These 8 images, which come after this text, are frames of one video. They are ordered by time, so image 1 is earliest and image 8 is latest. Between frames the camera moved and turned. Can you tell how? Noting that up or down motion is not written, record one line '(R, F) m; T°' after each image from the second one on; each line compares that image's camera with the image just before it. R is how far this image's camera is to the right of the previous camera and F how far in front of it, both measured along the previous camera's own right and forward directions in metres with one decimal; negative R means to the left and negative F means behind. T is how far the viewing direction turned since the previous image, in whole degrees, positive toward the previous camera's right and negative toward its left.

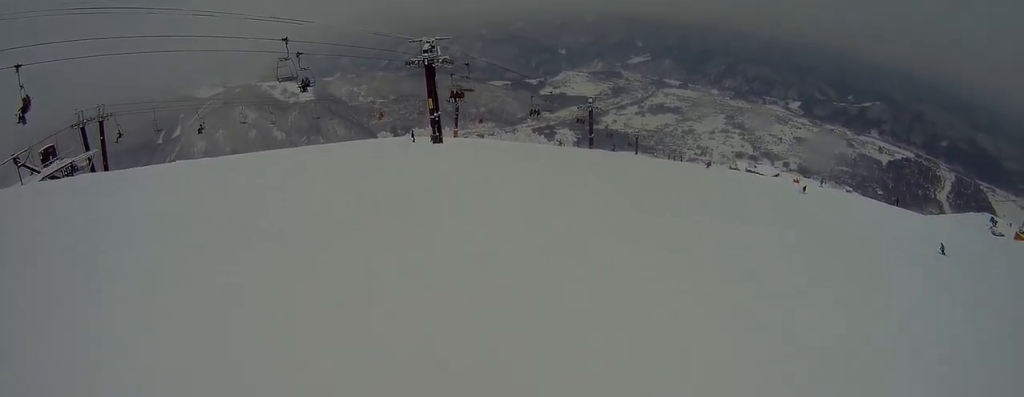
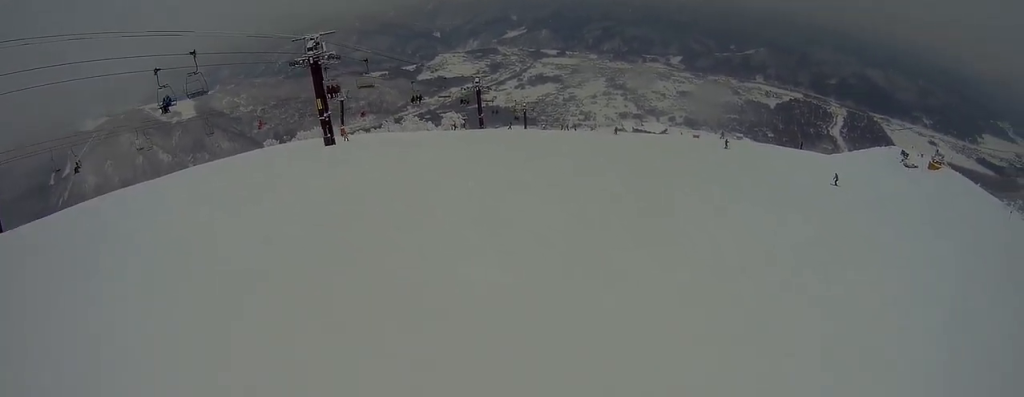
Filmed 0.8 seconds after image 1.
(+0.1, +2.5) m; +27°
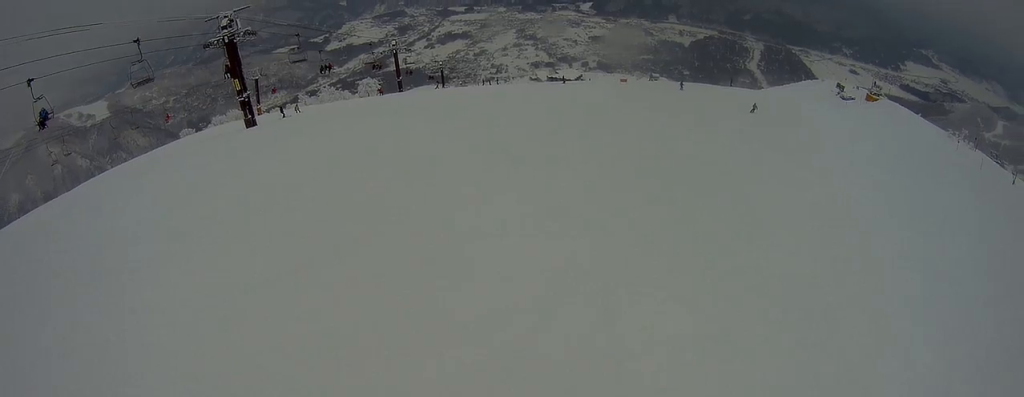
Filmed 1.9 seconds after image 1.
(+2.0, +4.1) m; +35°
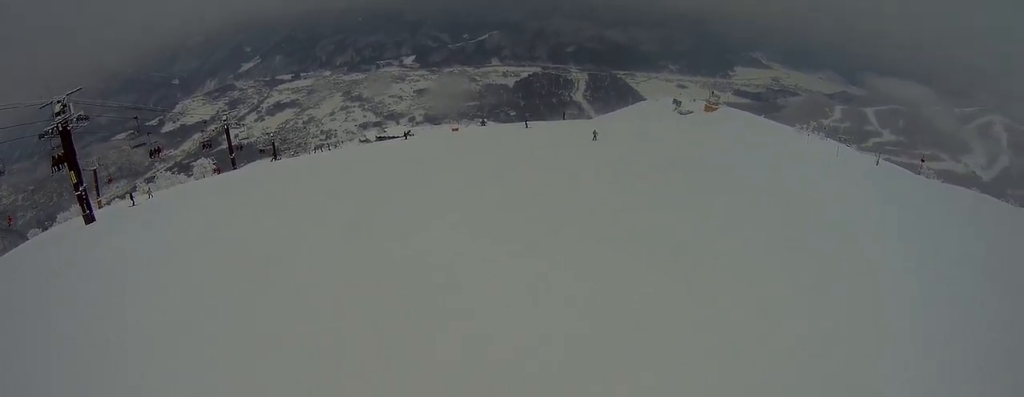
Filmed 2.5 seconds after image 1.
(-0.1, +2.2) m; +10°
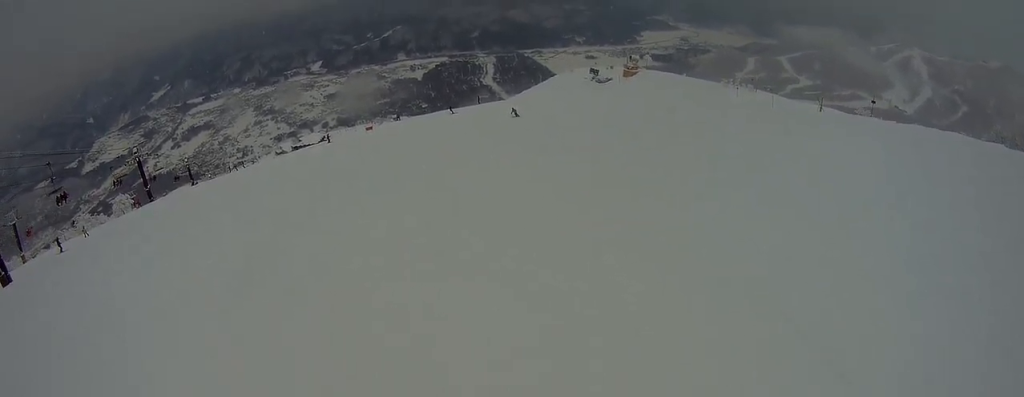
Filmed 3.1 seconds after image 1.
(+0.5, +2.9) m; +18°
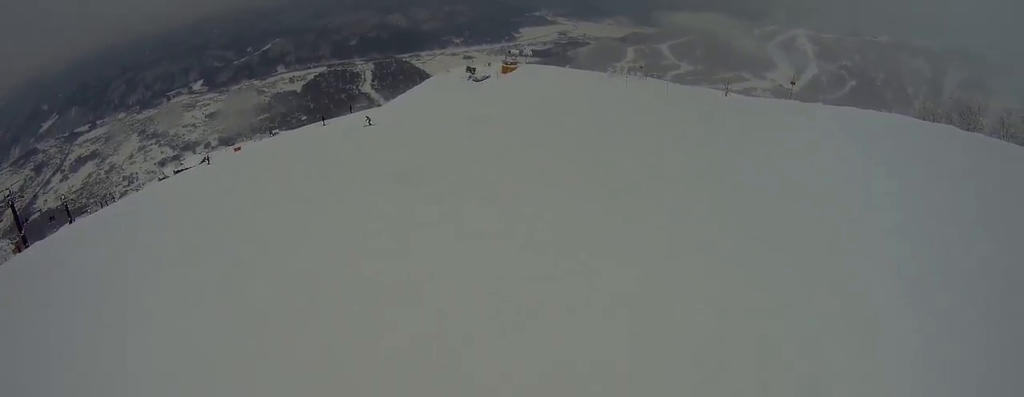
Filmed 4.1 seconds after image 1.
(+1.1, +4.3) m; +18°
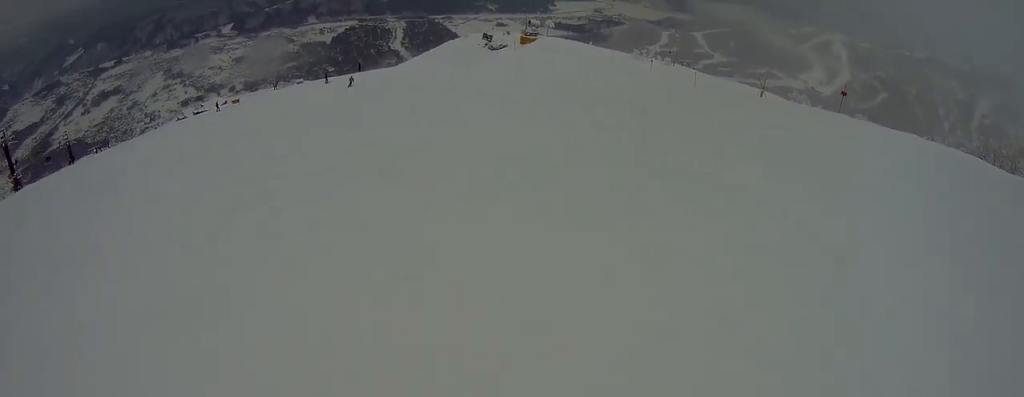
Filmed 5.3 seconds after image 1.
(+0.3, +5.7) m; -17°
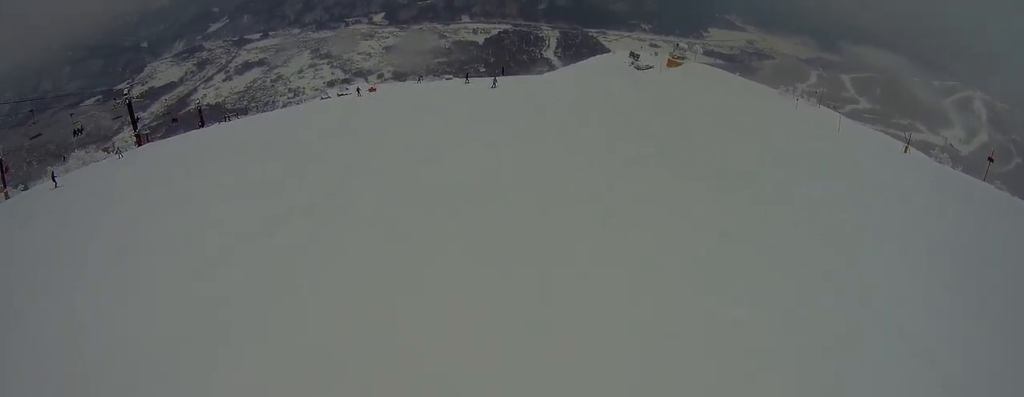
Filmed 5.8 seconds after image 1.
(-0.4, +1.9) m; -15°
